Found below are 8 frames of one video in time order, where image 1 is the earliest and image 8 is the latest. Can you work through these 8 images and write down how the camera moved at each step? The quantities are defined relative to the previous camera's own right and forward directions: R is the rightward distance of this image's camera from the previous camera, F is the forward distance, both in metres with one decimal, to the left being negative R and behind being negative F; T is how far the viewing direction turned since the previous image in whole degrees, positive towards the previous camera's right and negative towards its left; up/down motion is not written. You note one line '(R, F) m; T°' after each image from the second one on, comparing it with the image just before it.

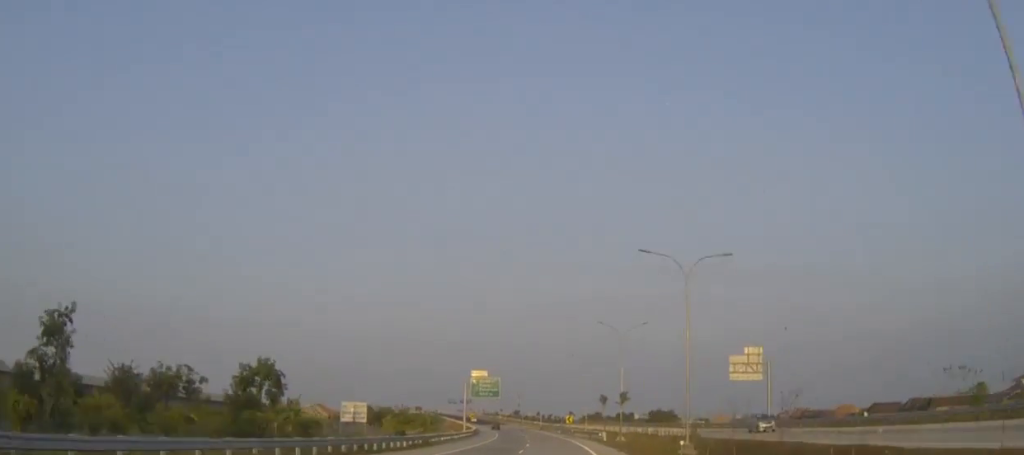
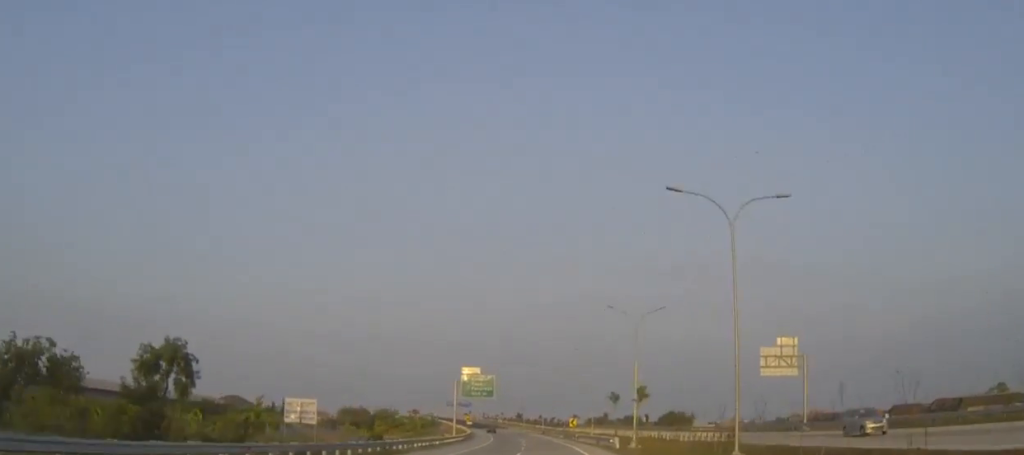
(0.0, +12.6) m; 0°
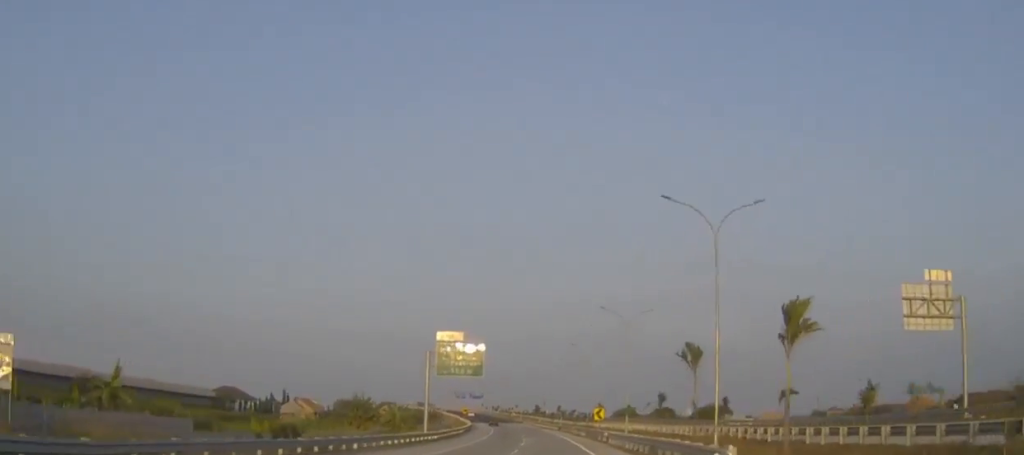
(-0.3, +29.7) m; -1°
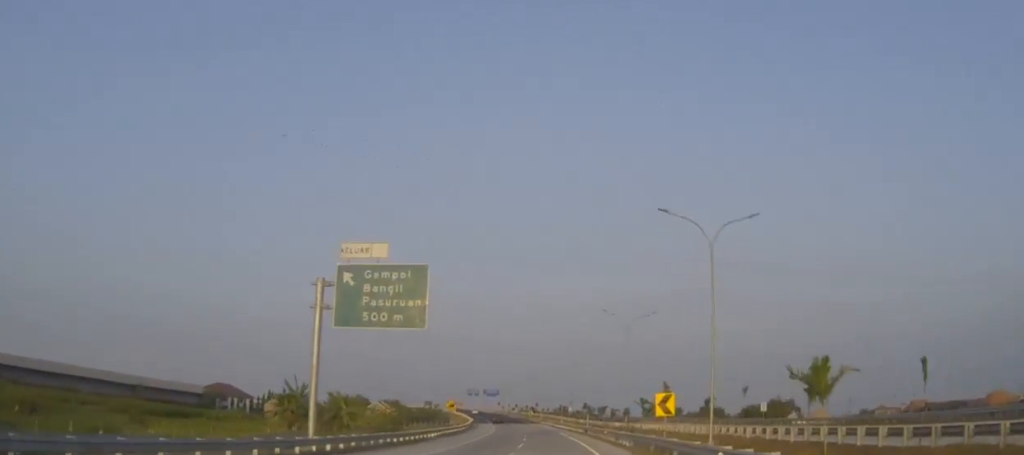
(-0.6, +33.1) m; -2°
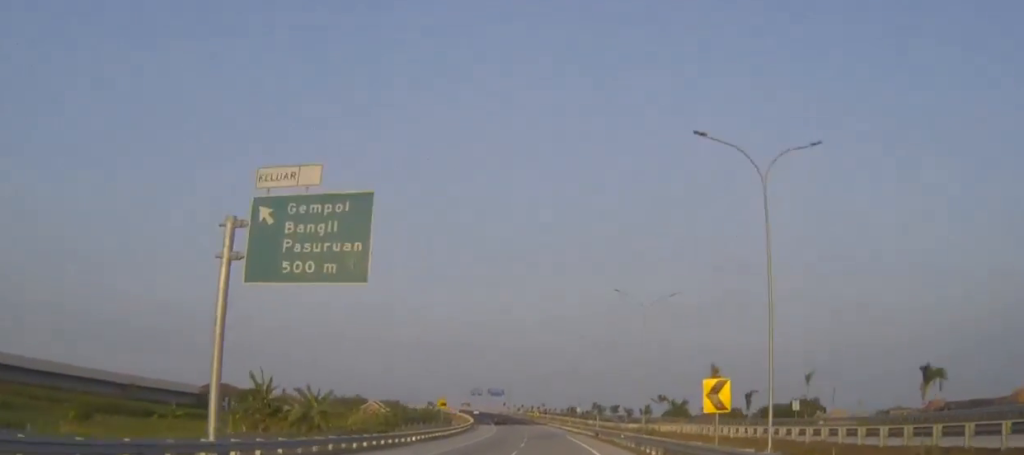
(0.0, +9.9) m; -1°
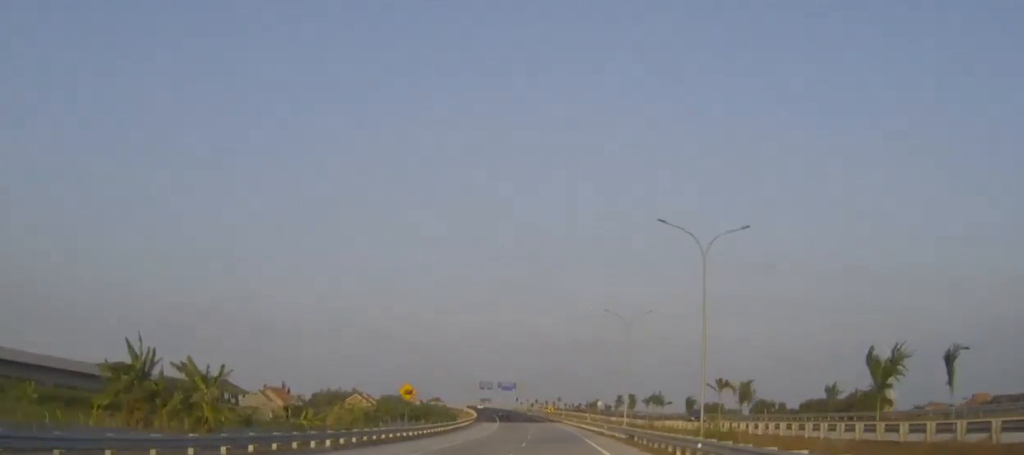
(-0.2, +21.2) m; -1°
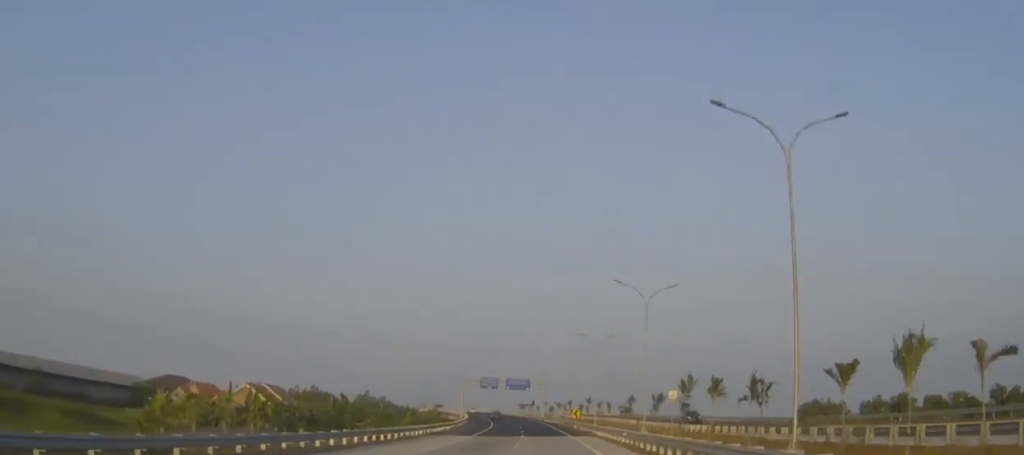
(-1.2, +51.3) m; -2°
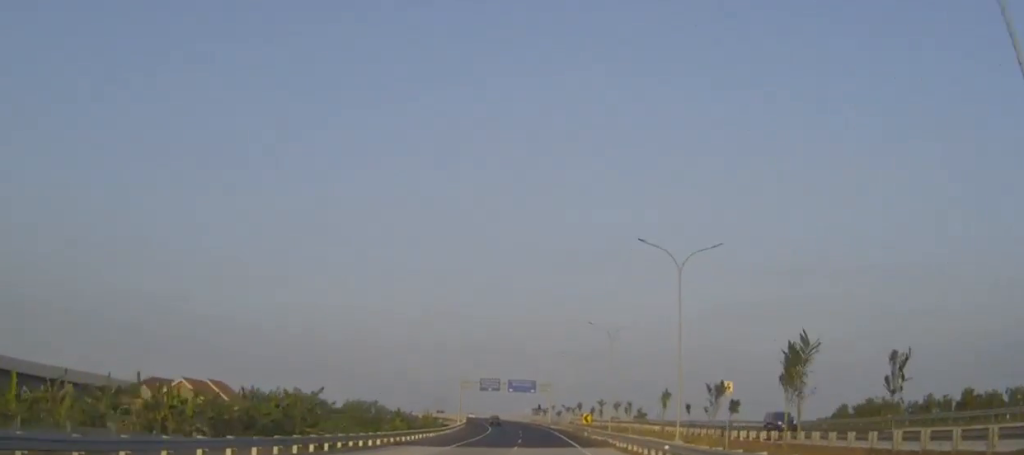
(-0.1, +14.8) m; -1°
